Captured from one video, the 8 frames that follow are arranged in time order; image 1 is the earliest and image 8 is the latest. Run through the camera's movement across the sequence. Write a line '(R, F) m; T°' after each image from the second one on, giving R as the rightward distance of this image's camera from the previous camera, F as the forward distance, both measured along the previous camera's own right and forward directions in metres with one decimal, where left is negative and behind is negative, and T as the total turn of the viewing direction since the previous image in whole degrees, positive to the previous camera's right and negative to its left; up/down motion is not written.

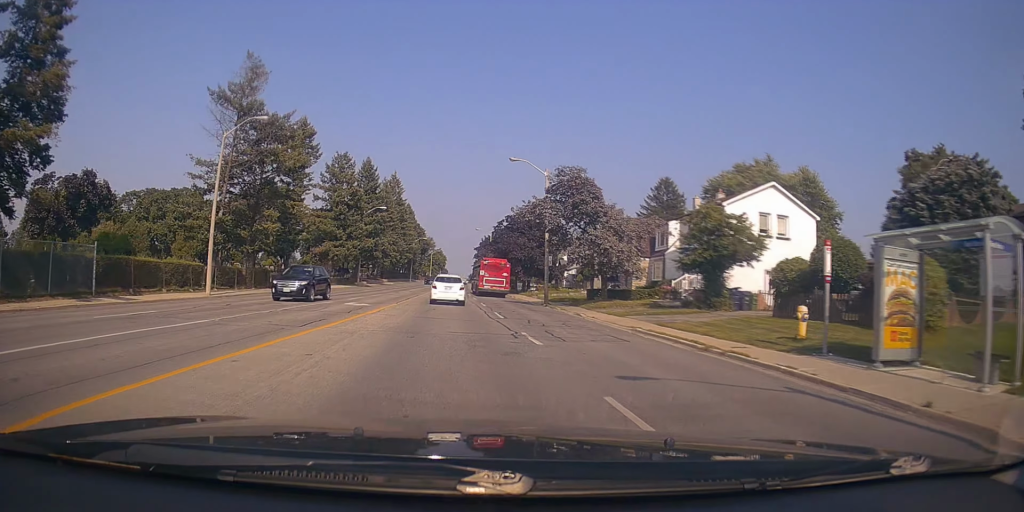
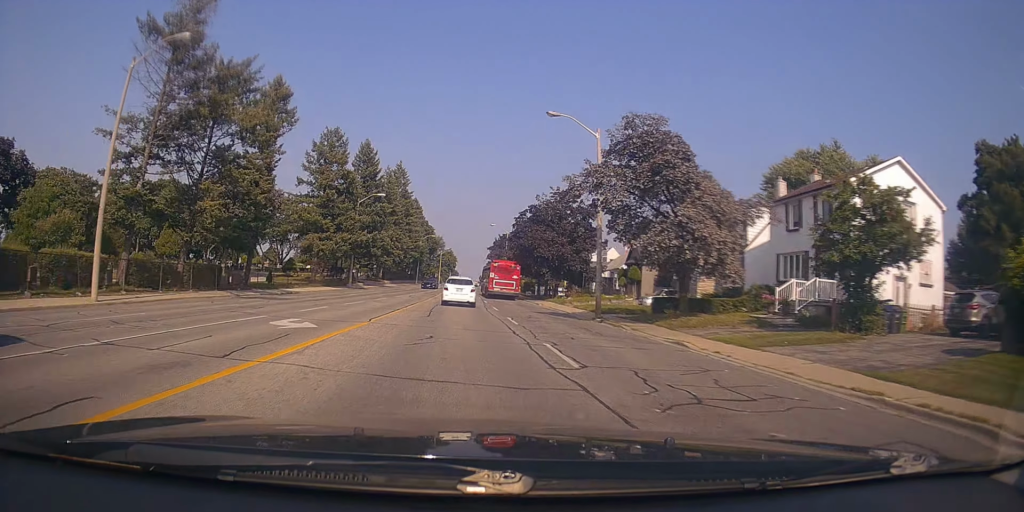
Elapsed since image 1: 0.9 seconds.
(+0.2, +11.2) m; -1°
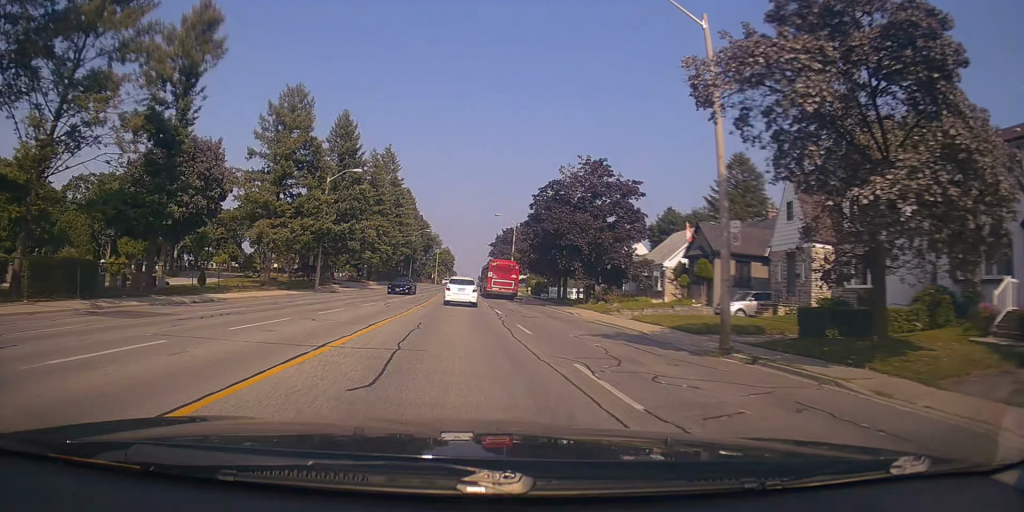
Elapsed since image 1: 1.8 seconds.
(-0.5, +12.7) m; -3°
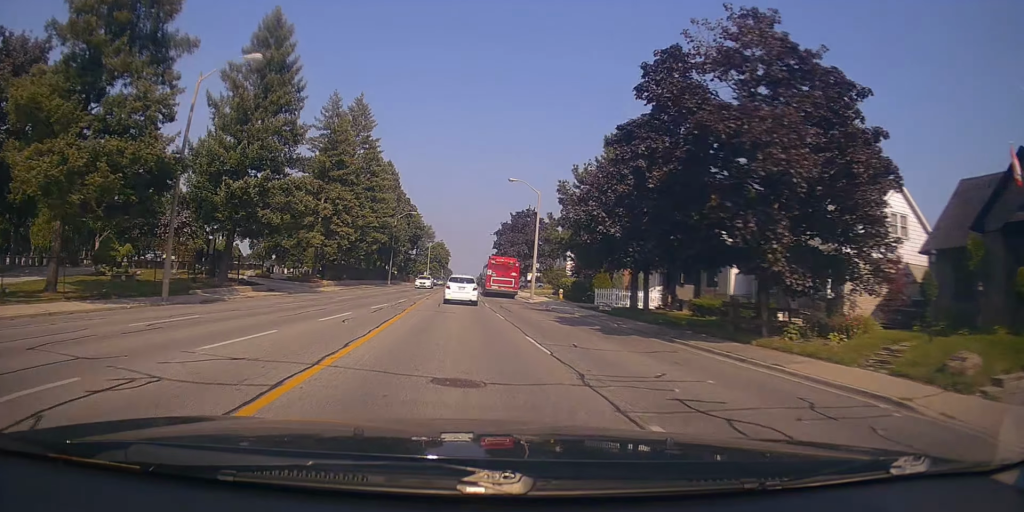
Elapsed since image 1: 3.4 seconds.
(-0.1, +22.8) m; +2°
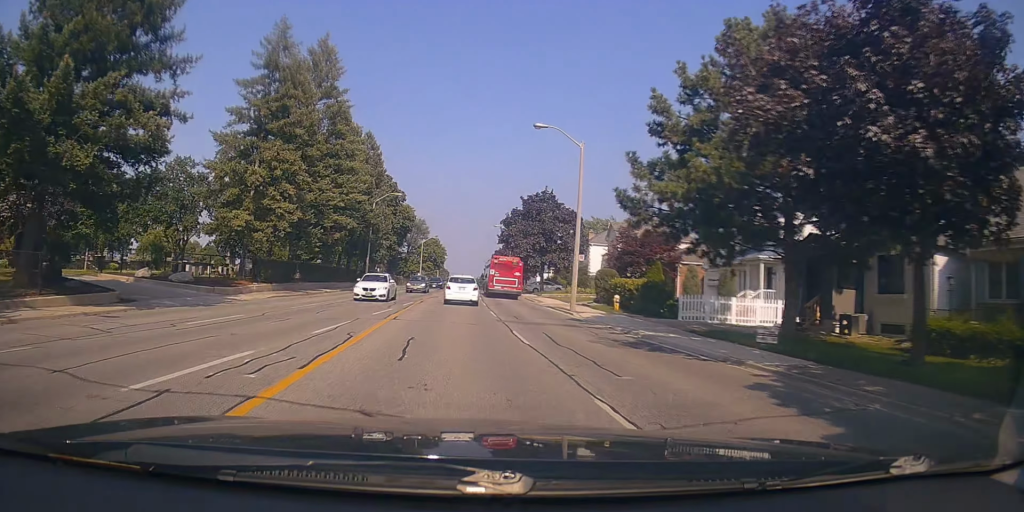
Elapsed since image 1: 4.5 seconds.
(+0.4, +16.8) m; +1°
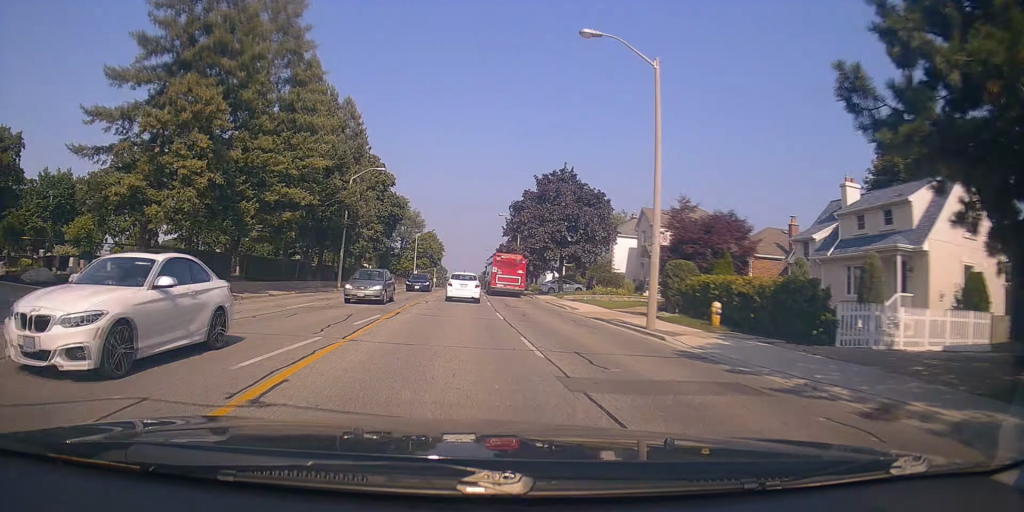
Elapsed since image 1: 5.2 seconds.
(-0.1, +11.8) m; 0°
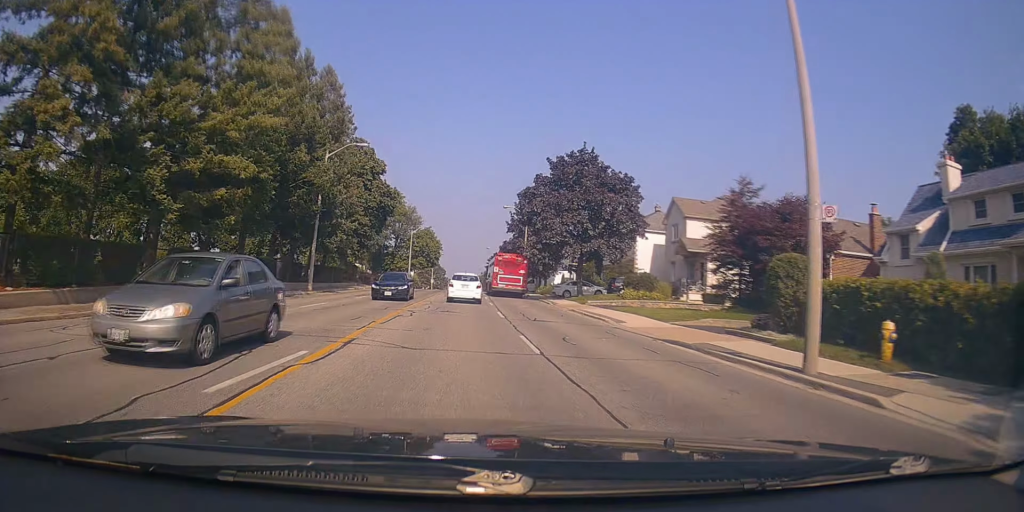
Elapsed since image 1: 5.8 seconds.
(-0.3, +8.3) m; +1°
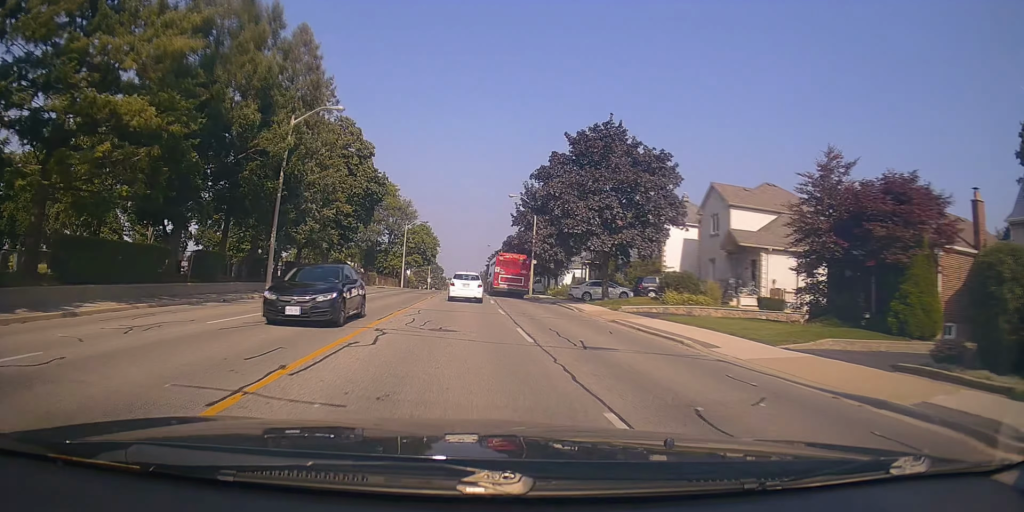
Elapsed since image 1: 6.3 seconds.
(+0.2, +7.7) m; 0°
